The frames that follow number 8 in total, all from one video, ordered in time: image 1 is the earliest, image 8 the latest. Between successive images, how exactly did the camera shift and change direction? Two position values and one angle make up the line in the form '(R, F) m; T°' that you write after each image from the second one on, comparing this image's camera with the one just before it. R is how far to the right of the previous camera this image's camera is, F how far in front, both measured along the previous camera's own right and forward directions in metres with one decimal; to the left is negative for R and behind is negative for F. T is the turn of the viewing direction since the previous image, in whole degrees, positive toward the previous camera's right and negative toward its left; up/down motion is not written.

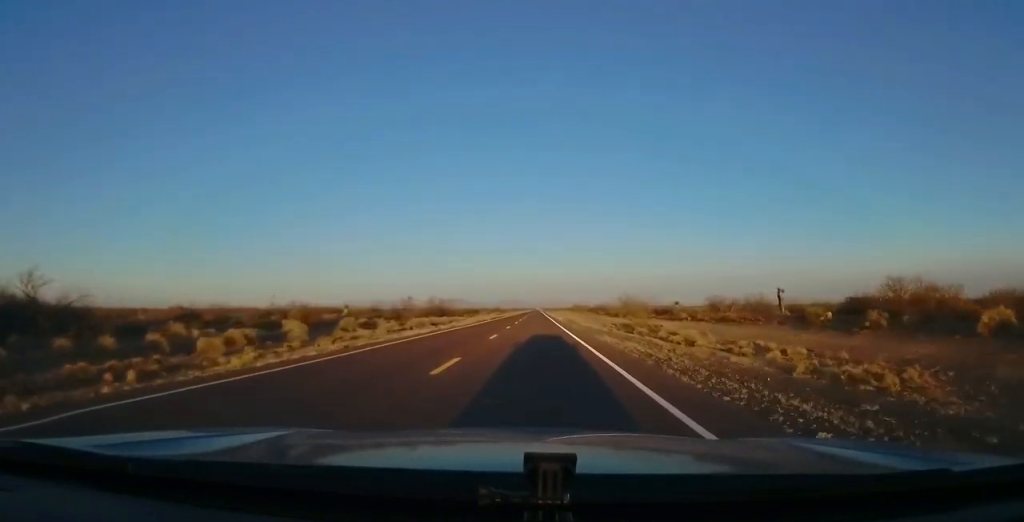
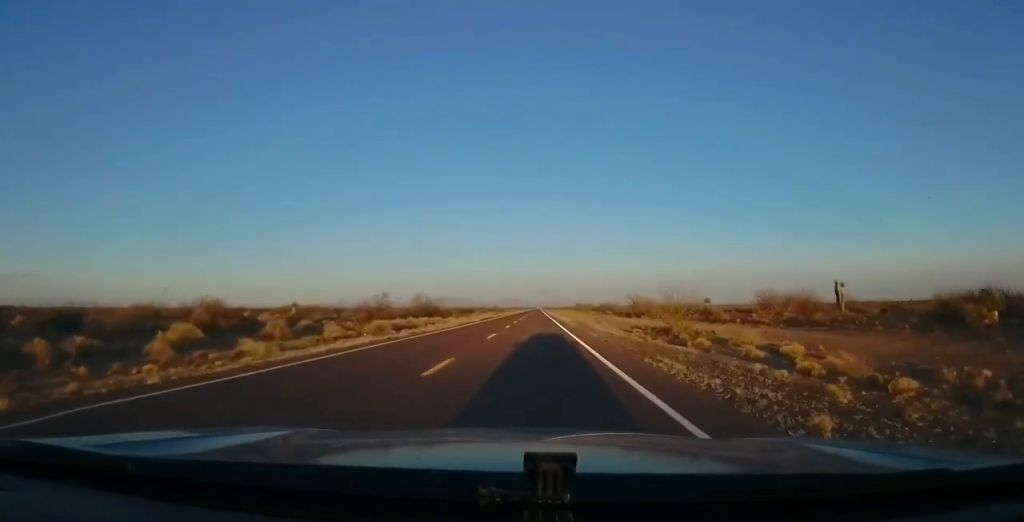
(+0.1, +12.7) m; 0°
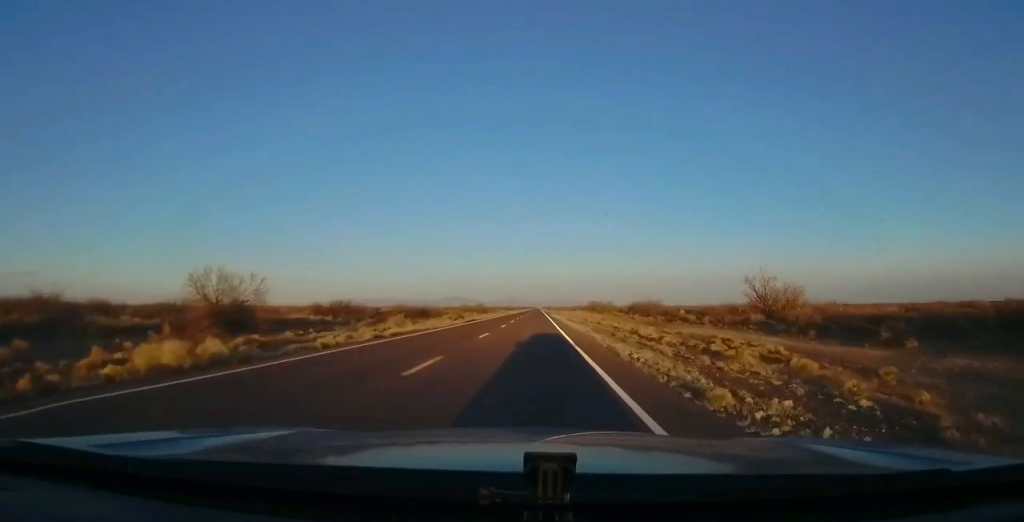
(+0.8, +61.0) m; +1°
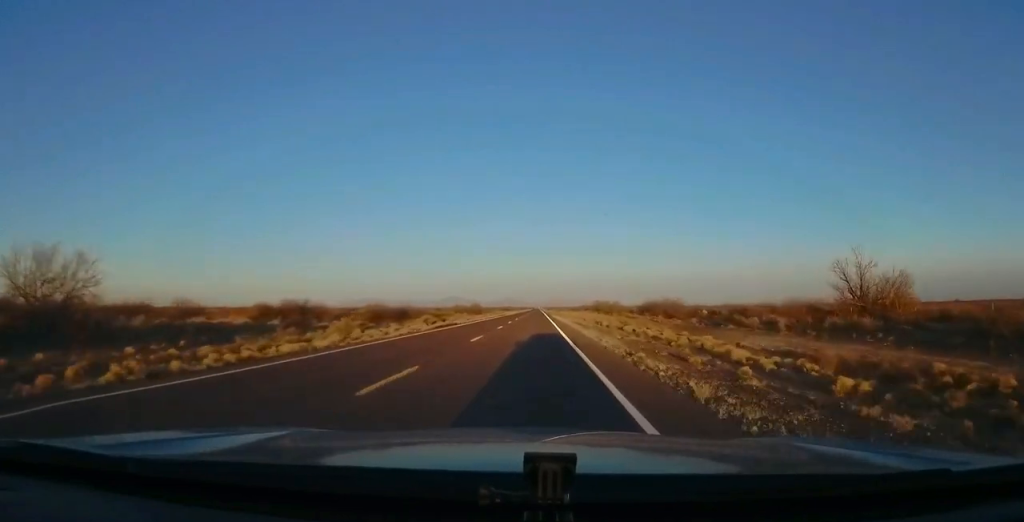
(-0.2, +14.5) m; -1°
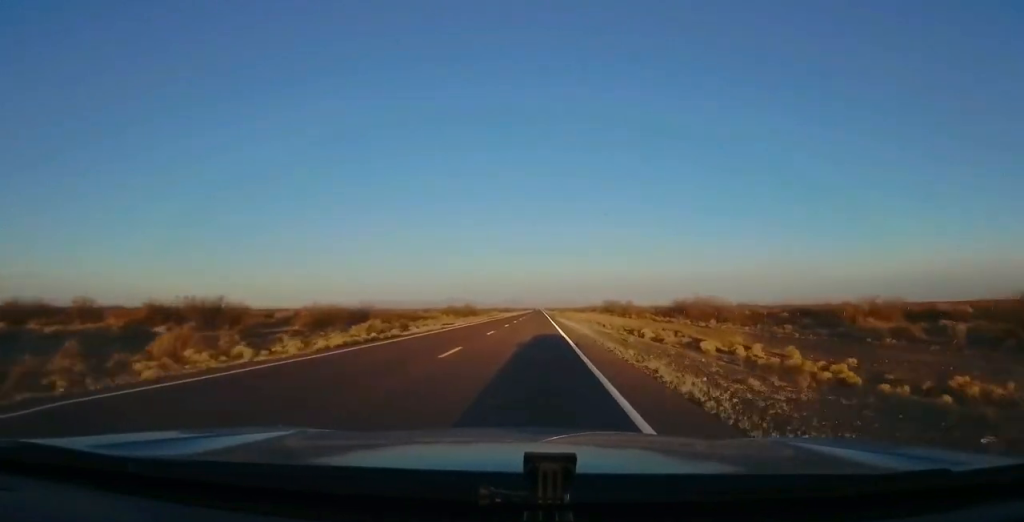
(-0.1, +18.4) m; -1°
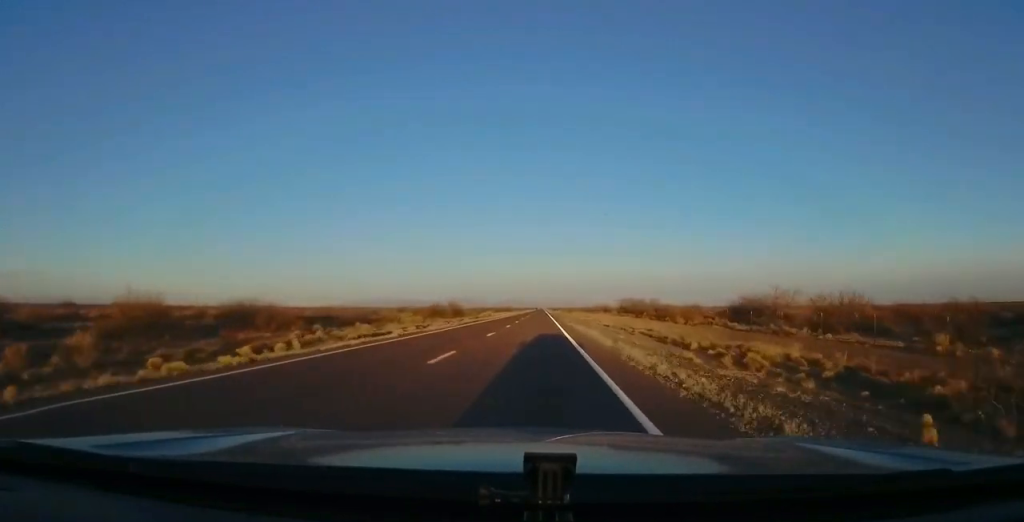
(-0.2, +26.2) m; -1°
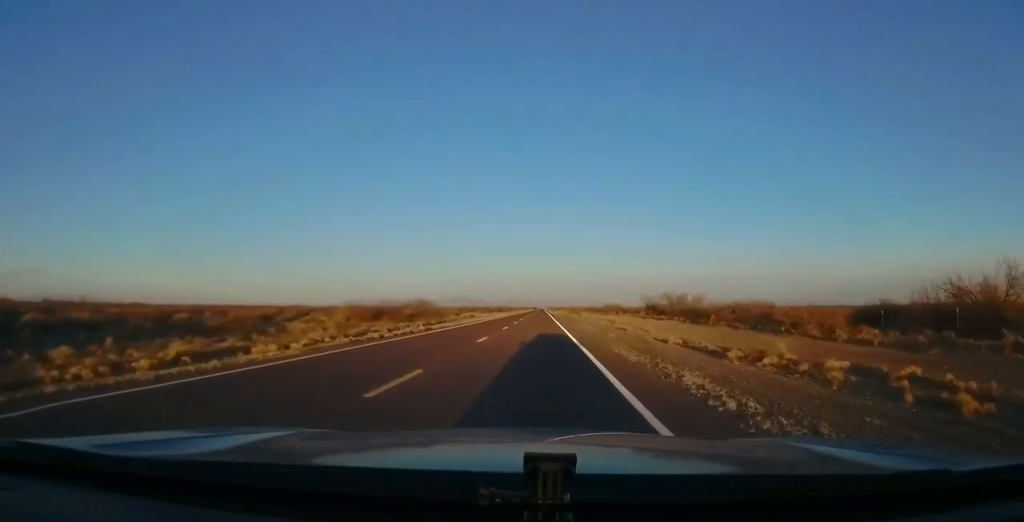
(-0.3, +29.3) m; -1°
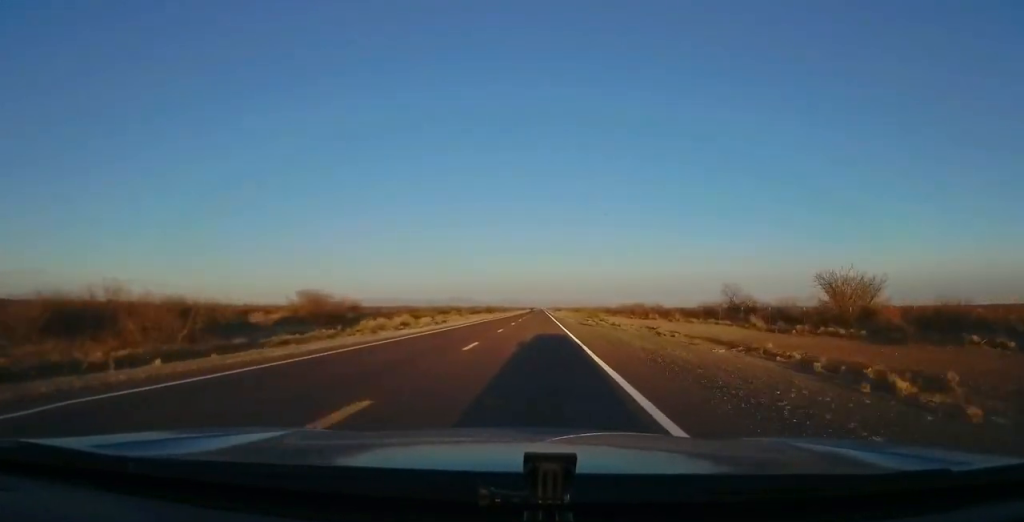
(-0.1, +41.0) m; +1°
